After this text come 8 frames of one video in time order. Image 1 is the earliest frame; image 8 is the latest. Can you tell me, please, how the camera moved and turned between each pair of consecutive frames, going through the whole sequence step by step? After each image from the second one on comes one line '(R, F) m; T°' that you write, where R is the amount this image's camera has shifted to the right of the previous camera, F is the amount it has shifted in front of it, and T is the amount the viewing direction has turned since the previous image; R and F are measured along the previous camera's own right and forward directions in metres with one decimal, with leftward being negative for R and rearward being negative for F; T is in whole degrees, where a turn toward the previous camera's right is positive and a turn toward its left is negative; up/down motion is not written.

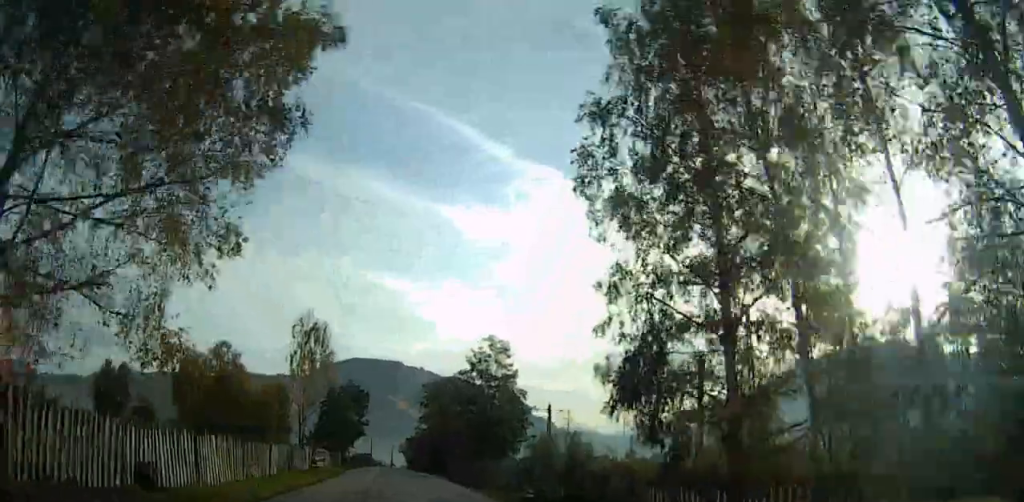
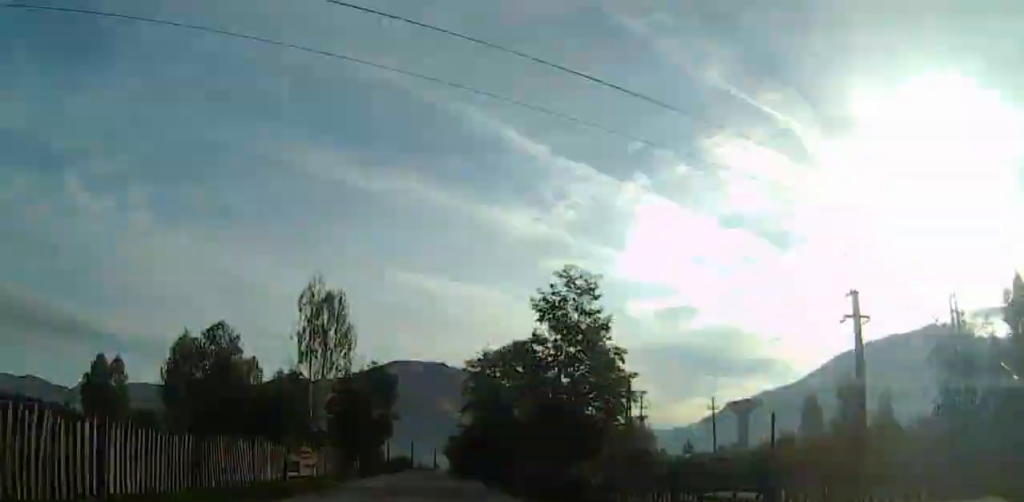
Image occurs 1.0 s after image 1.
(-0.6, +16.7) m; -2°
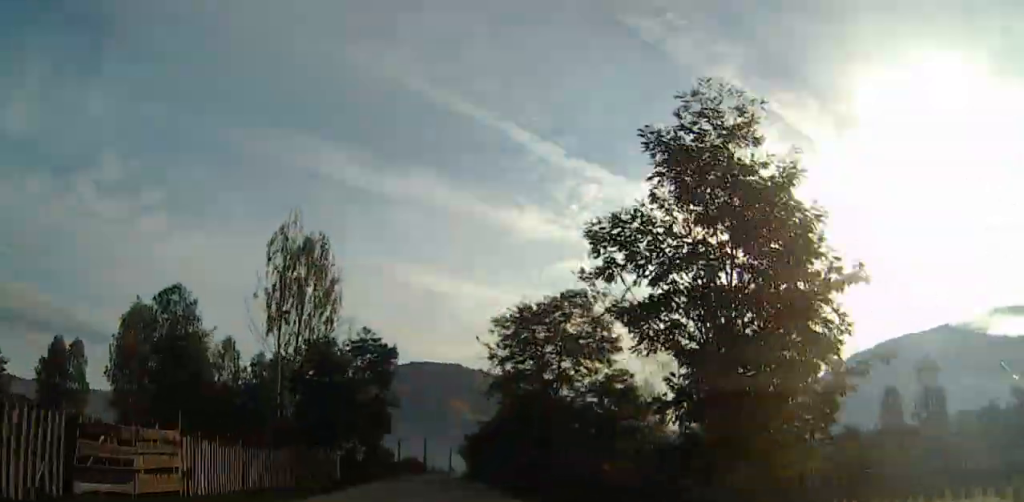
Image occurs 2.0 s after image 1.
(0.0, +16.7) m; -2°
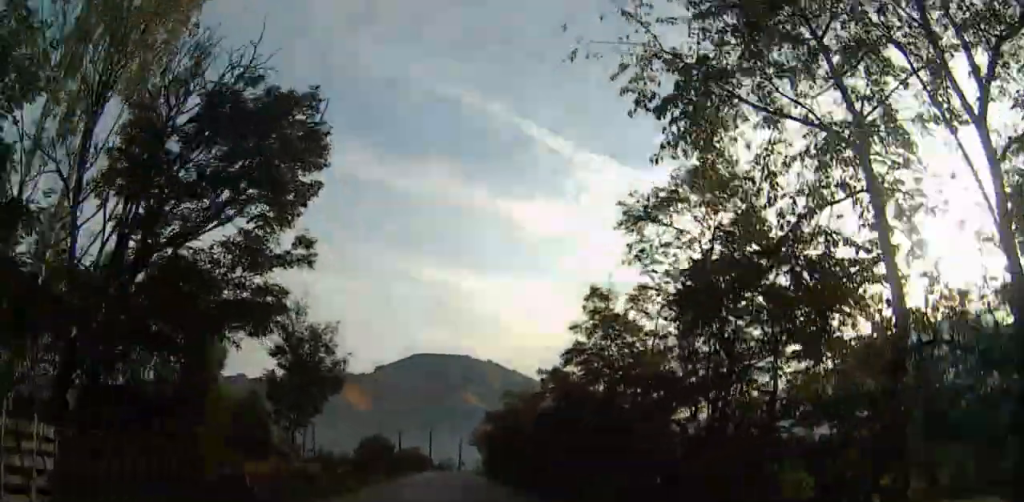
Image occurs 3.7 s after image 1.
(-1.0, +30.8) m; +1°
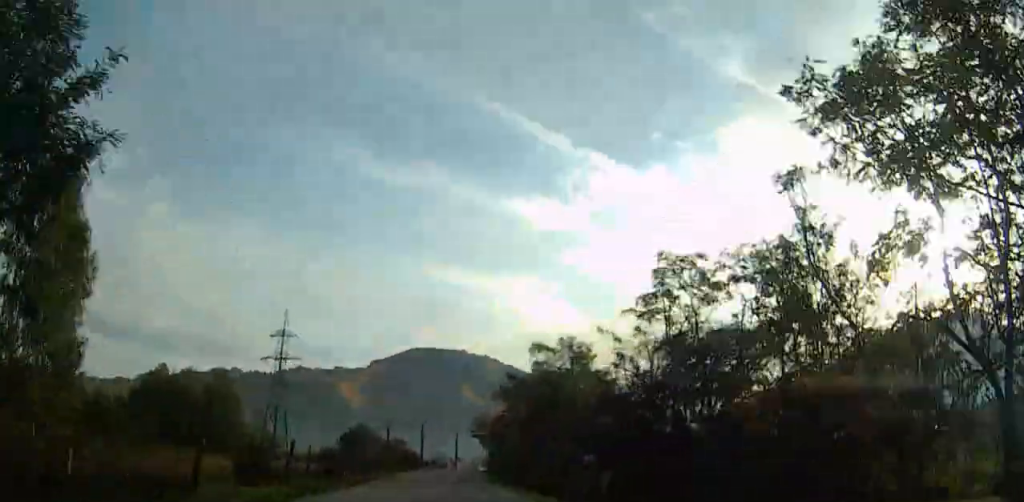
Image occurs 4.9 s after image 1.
(+0.8, +21.3) m; +1°
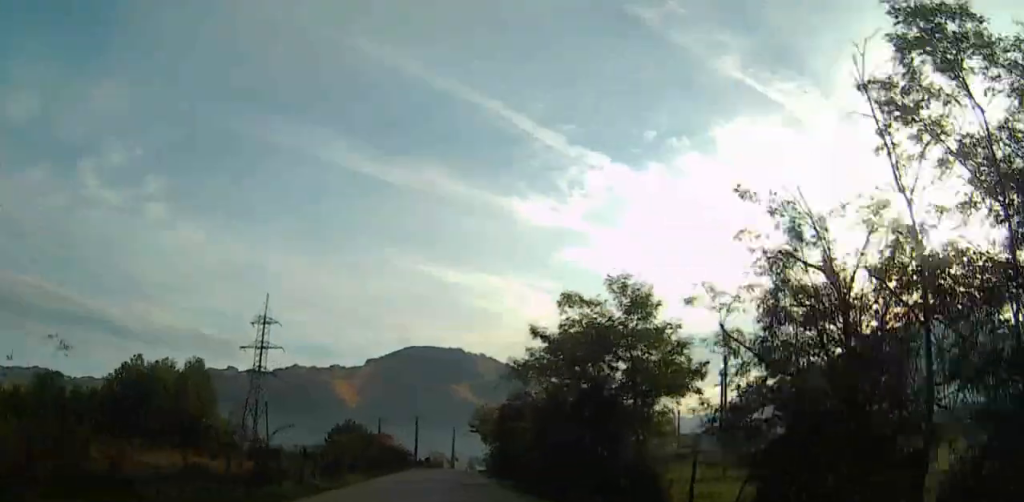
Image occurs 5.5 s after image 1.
(+0.2, +11.1) m; -1°
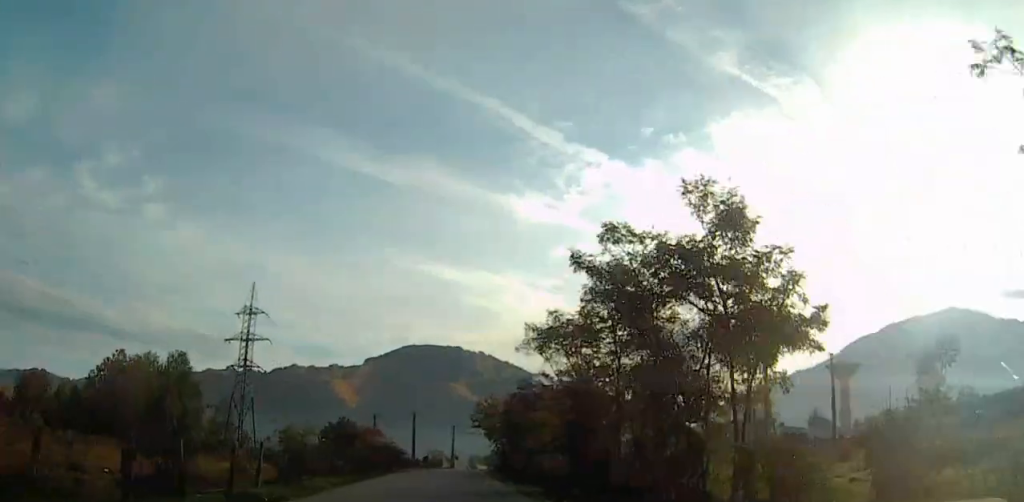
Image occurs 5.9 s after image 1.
(-0.3, +8.1) m; -1°
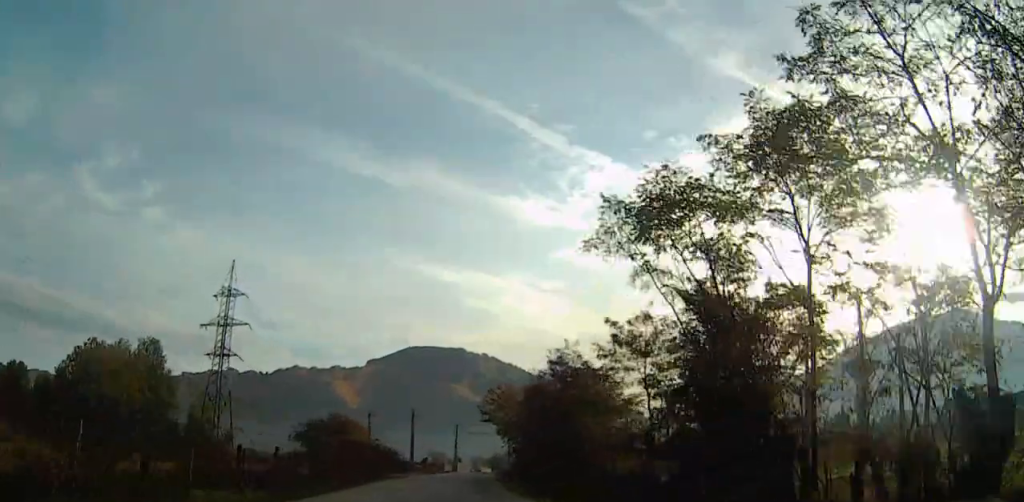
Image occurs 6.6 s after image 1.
(-0.3, +13.1) m; -1°
